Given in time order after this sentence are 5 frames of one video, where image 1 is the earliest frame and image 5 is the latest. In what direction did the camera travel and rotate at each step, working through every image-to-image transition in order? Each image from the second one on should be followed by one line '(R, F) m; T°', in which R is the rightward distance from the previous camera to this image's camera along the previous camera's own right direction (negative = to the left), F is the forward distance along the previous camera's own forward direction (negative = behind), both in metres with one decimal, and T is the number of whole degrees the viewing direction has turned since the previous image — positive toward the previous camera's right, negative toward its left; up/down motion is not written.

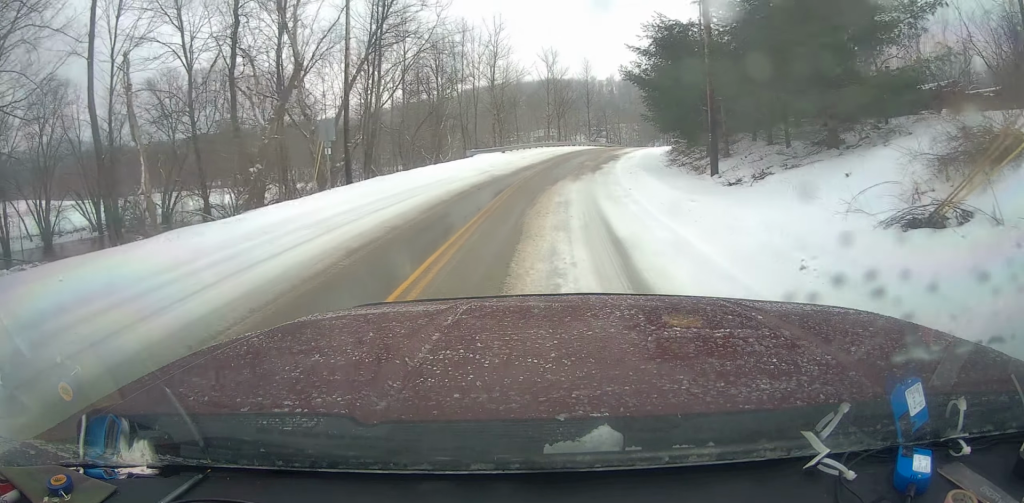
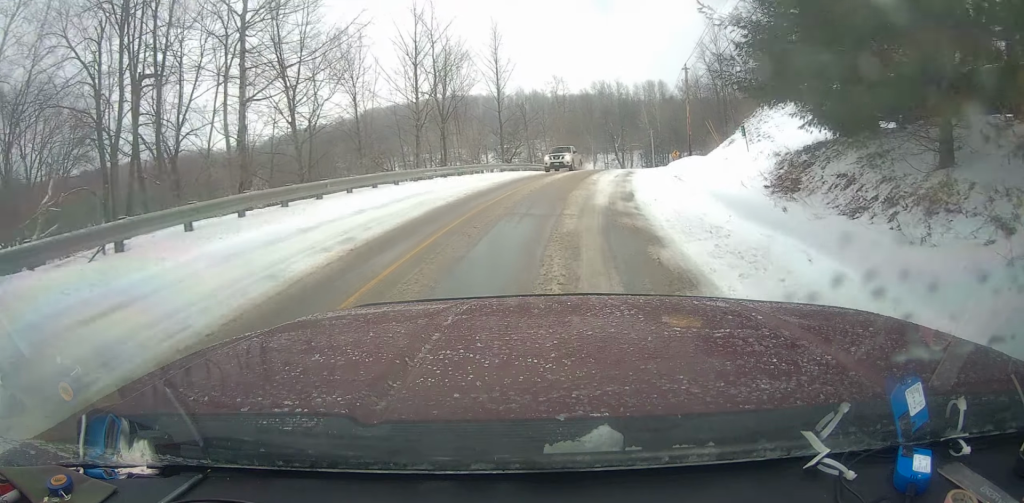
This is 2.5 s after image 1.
(+2.4, +35.3) m; +10°
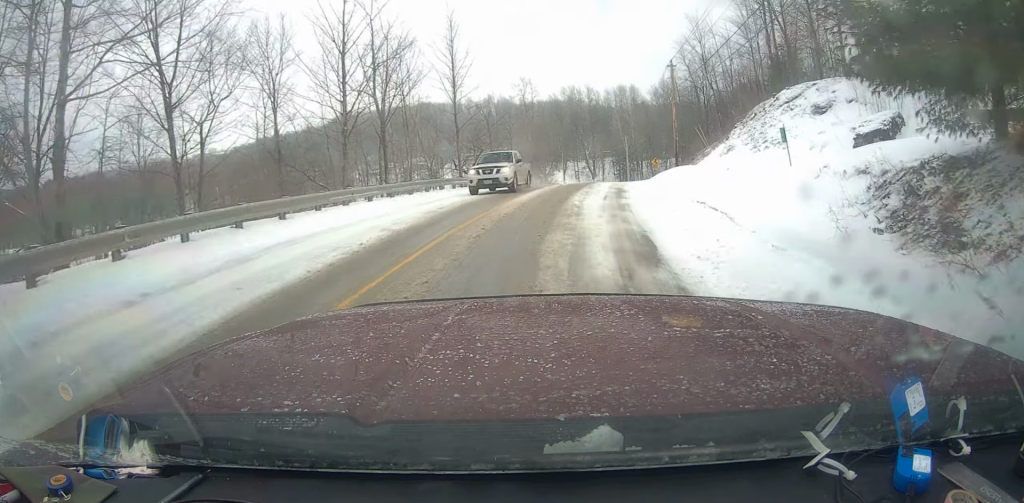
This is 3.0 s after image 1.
(+0.2, +7.3) m; +3°
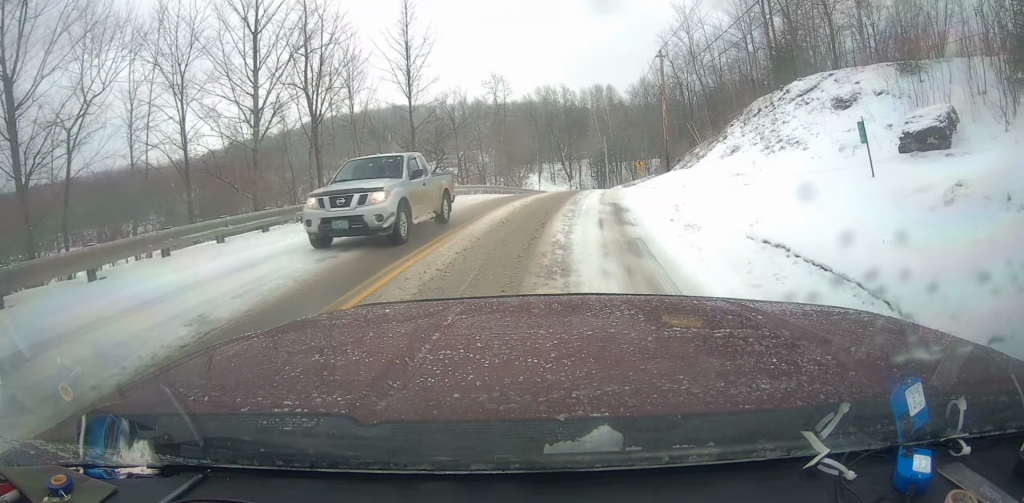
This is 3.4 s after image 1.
(+0.3, +6.0) m; +2°
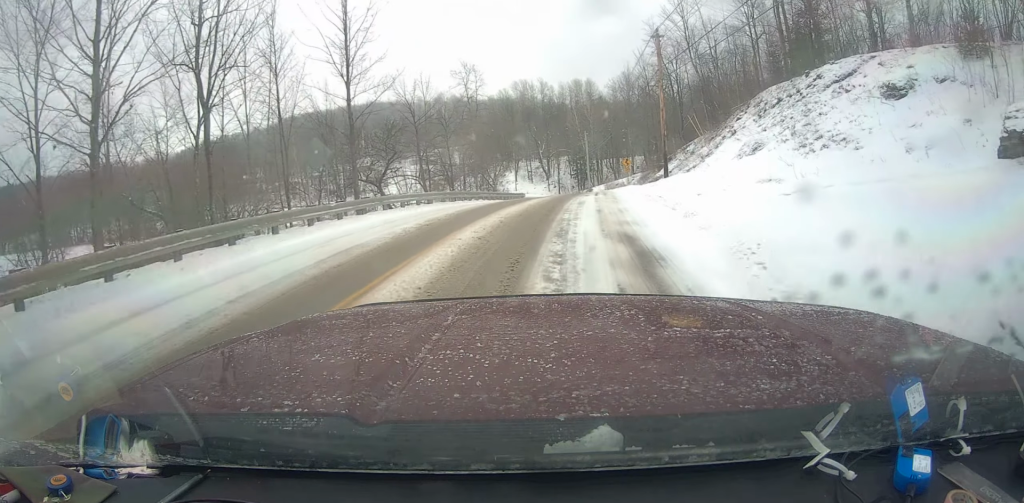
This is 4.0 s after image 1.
(+0.1, +7.0) m; +2°
